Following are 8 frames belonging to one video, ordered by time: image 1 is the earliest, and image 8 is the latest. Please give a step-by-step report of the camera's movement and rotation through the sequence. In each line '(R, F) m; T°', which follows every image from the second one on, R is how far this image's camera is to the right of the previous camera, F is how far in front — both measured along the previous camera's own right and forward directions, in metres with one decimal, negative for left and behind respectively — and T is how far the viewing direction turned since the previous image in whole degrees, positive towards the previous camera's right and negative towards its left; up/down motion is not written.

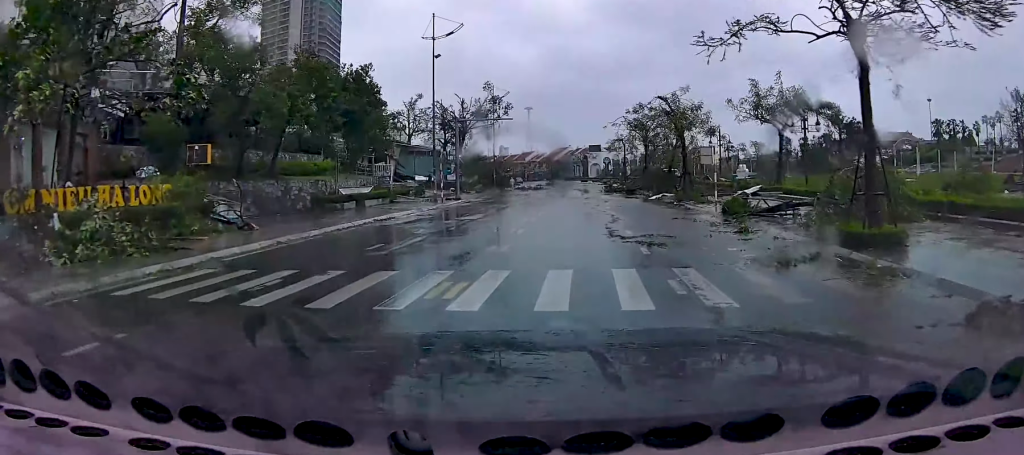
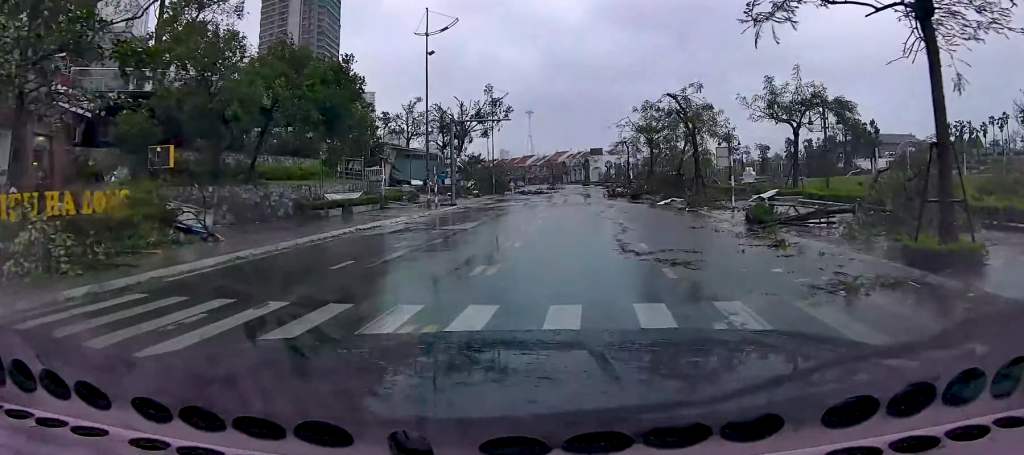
(0.0, +2.6) m; -1°
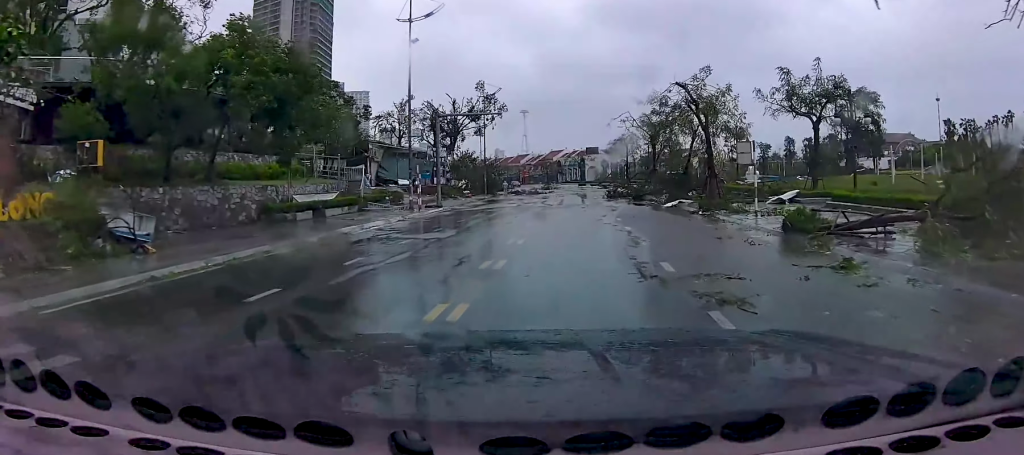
(0.0, +3.5) m; -1°
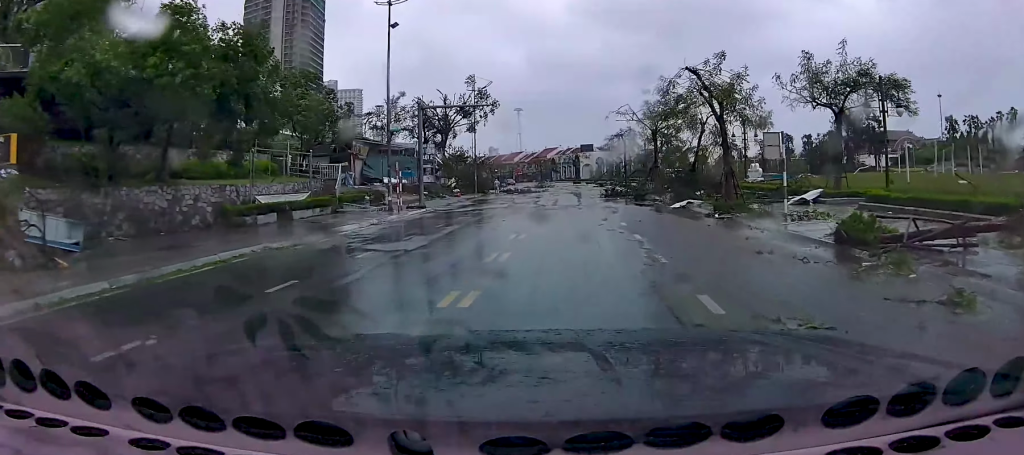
(0.0, +3.2) m; -1°
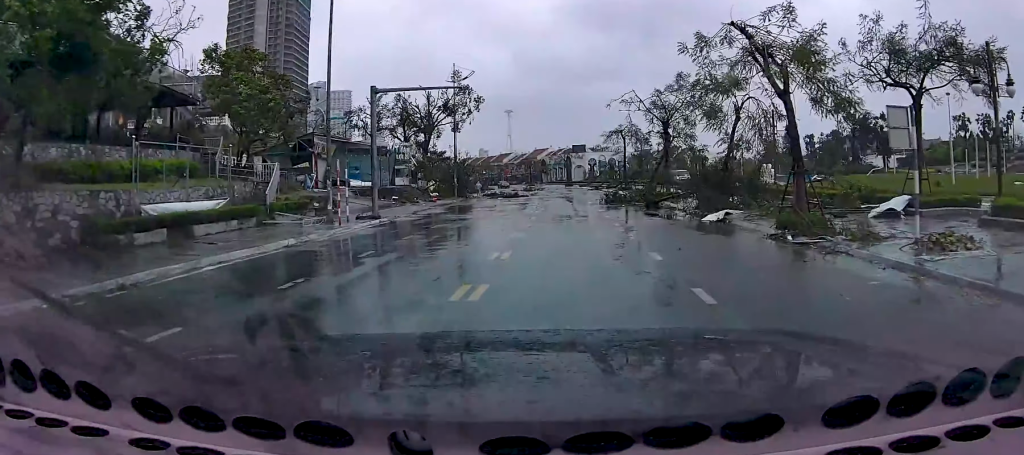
(-0.2, +7.4) m; -1°
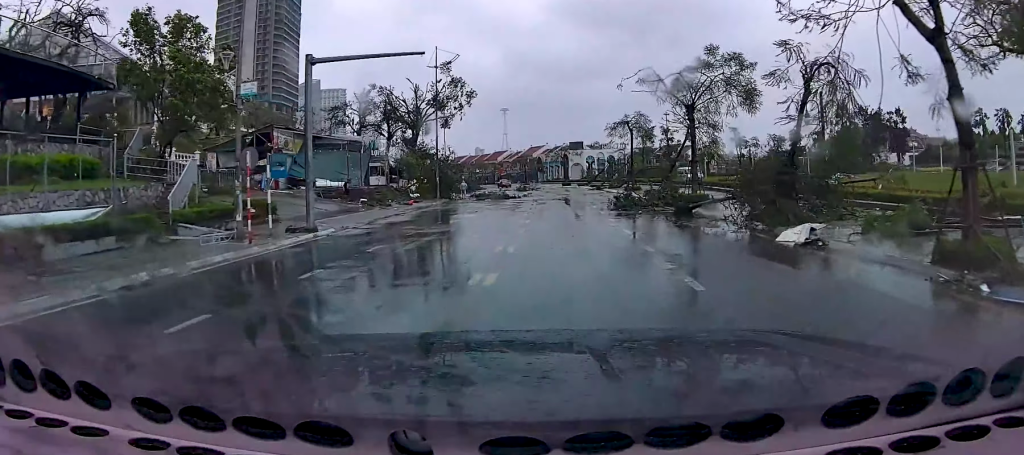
(0.0, +7.4) m; -1°
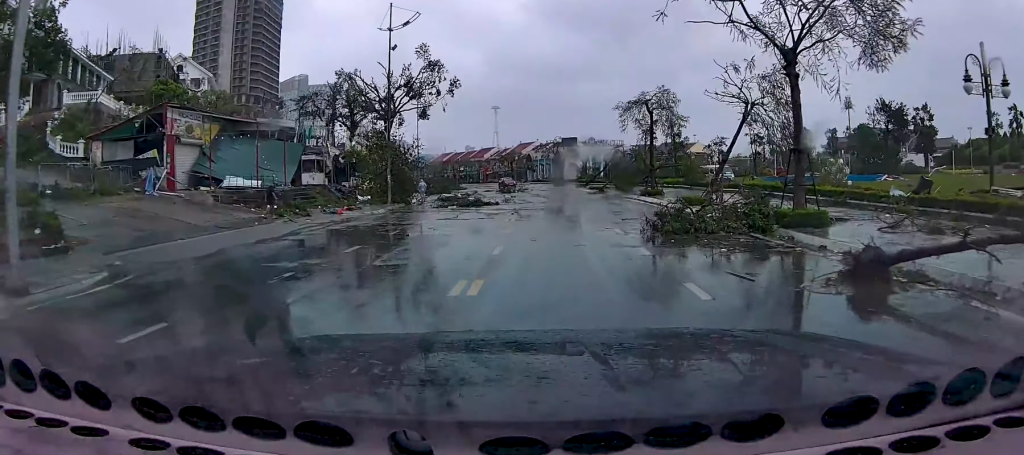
(-0.2, +12.8) m; 0°
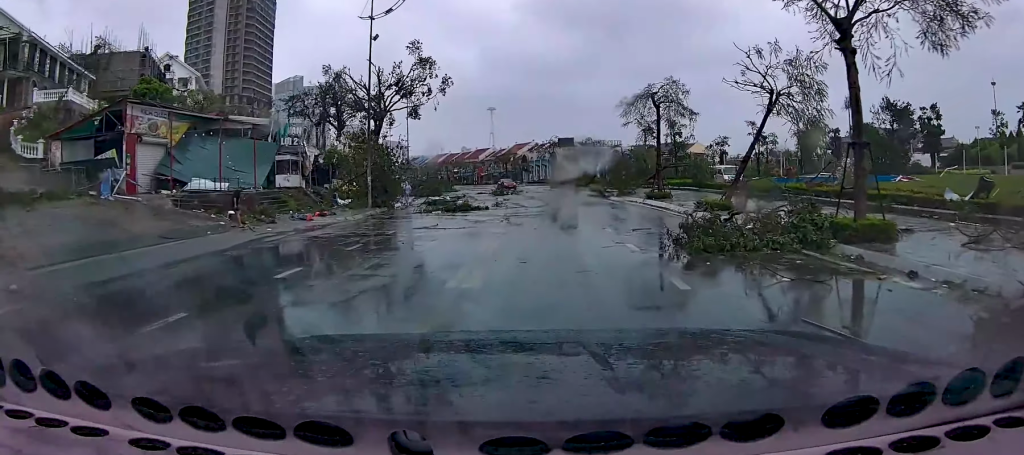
(0.0, +3.3) m; +1°
